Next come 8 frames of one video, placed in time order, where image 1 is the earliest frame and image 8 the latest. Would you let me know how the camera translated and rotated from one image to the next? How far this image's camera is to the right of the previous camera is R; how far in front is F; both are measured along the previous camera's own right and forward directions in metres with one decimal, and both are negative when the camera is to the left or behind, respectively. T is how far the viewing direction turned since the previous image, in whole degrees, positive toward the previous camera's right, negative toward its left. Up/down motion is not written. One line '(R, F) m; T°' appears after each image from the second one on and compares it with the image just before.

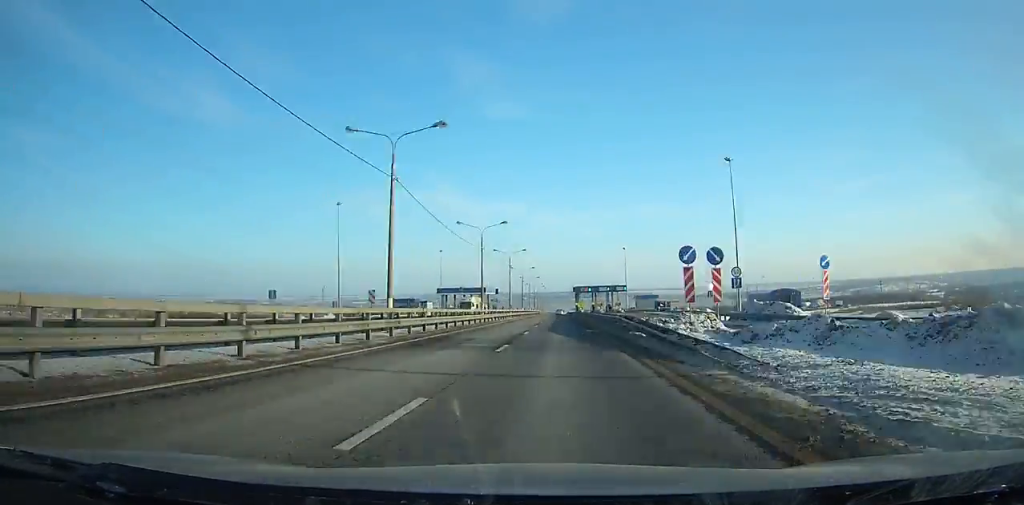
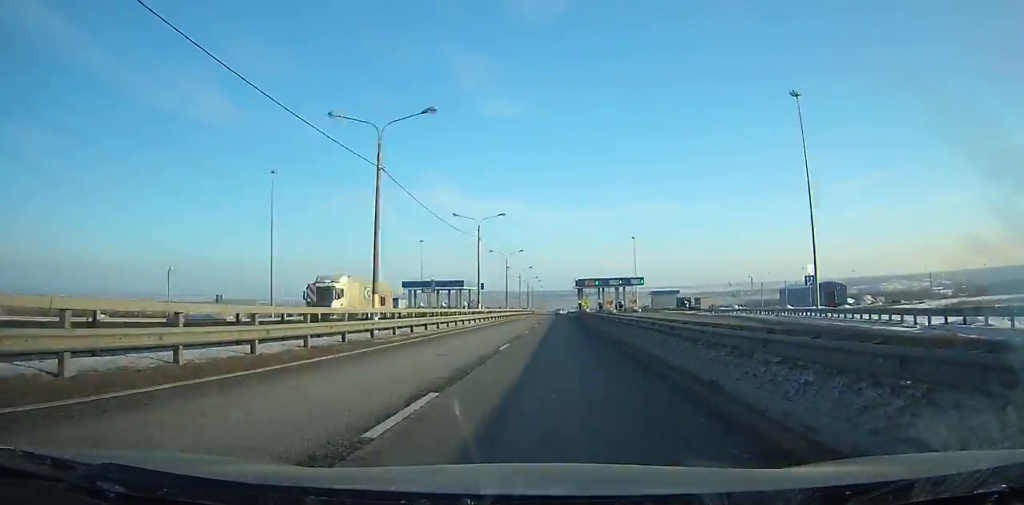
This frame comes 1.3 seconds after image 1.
(0.0, +34.9) m; 0°
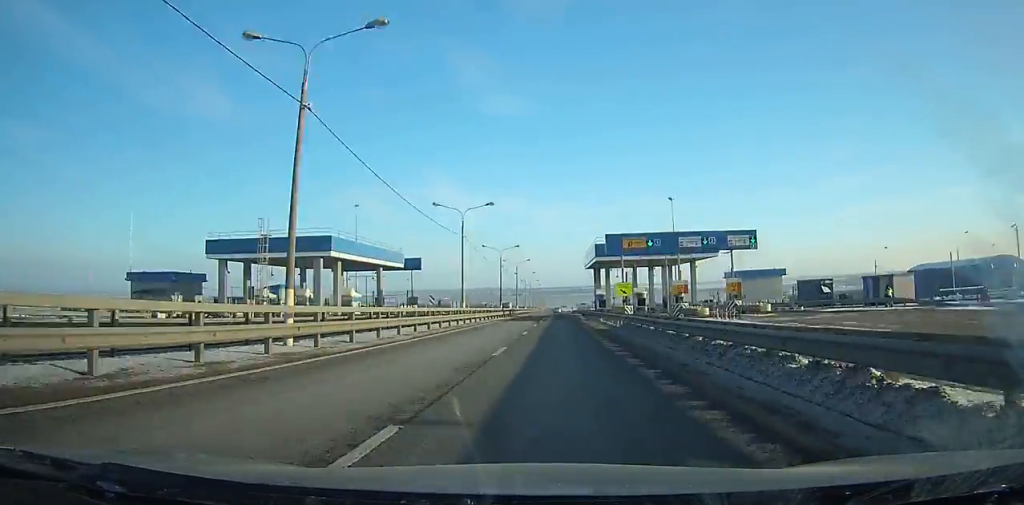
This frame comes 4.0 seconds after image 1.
(-0.1, +73.5) m; 0°
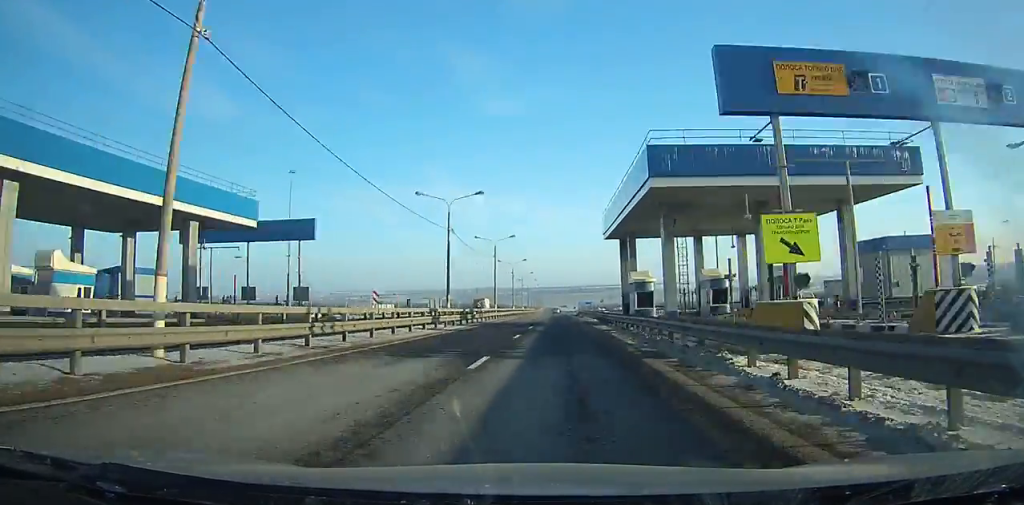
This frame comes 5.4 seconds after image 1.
(0.0, +38.6) m; 0°
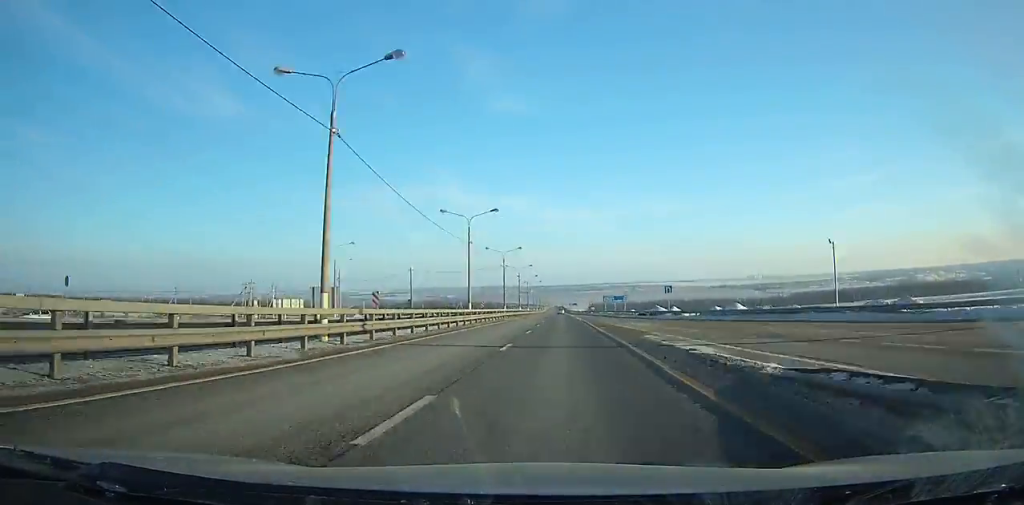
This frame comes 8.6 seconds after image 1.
(-0.4, +89.8) m; 0°
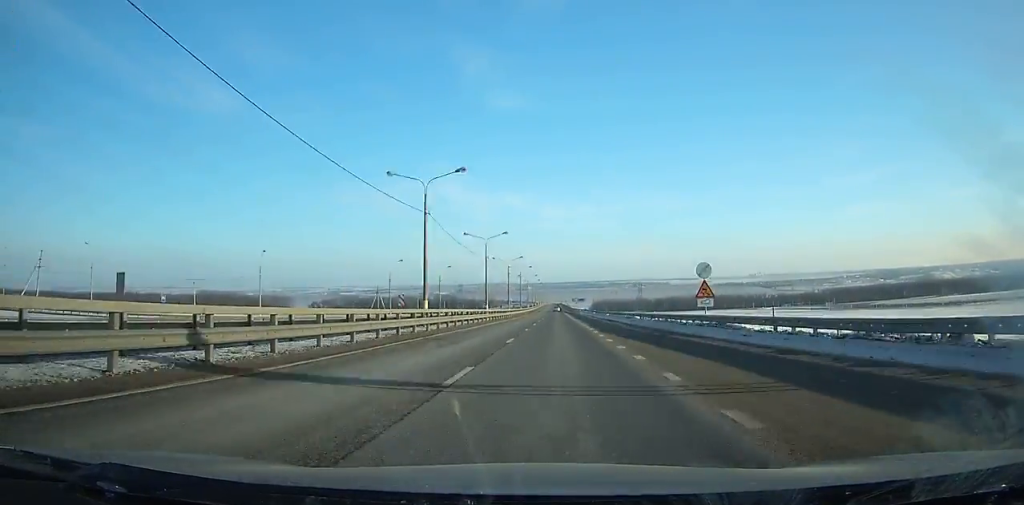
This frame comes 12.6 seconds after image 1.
(-0.5, +115.7) m; 0°
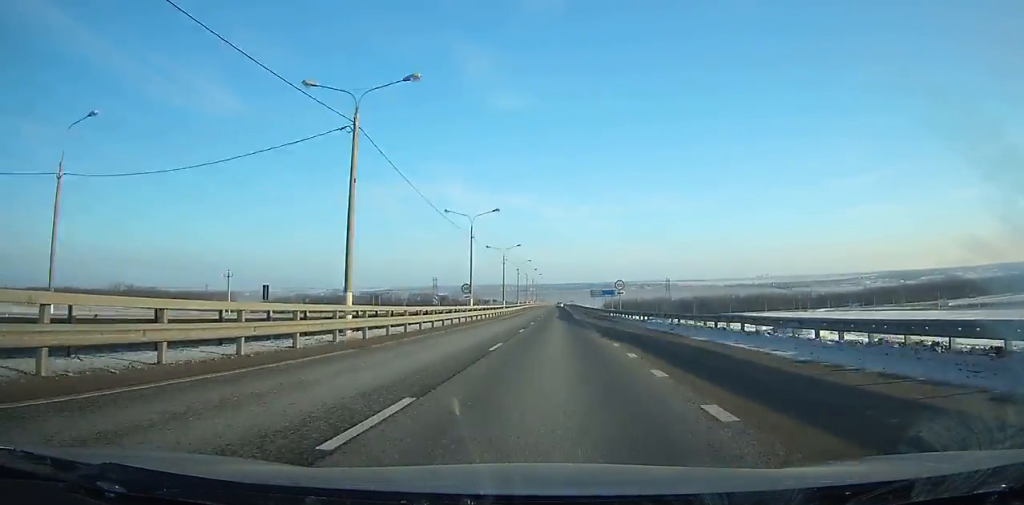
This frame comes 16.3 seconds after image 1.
(-0.2, +110.9) m; 0°
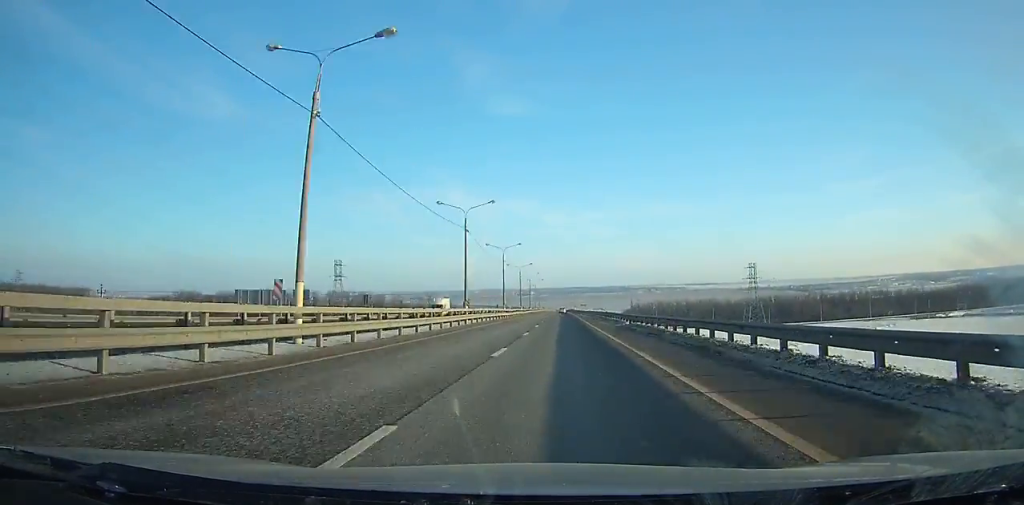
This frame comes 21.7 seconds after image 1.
(0.0, +167.0) m; 0°
